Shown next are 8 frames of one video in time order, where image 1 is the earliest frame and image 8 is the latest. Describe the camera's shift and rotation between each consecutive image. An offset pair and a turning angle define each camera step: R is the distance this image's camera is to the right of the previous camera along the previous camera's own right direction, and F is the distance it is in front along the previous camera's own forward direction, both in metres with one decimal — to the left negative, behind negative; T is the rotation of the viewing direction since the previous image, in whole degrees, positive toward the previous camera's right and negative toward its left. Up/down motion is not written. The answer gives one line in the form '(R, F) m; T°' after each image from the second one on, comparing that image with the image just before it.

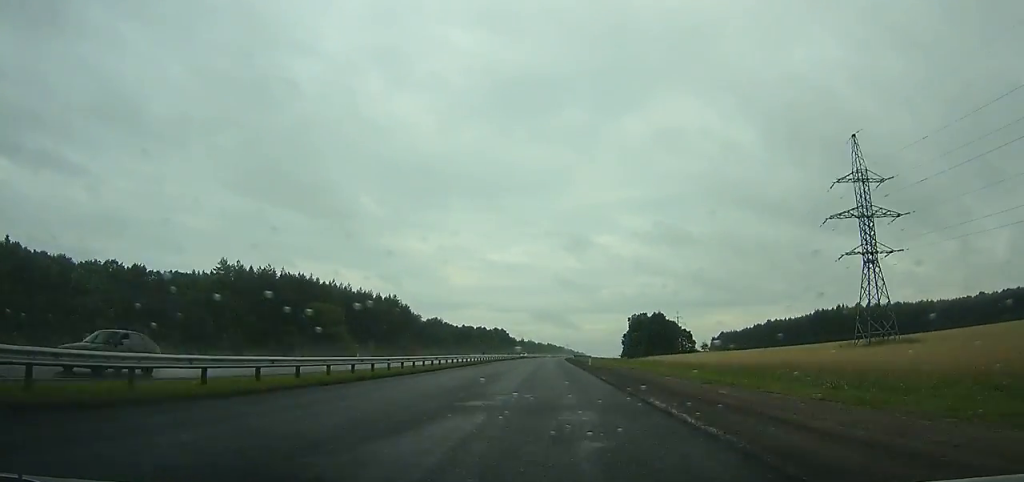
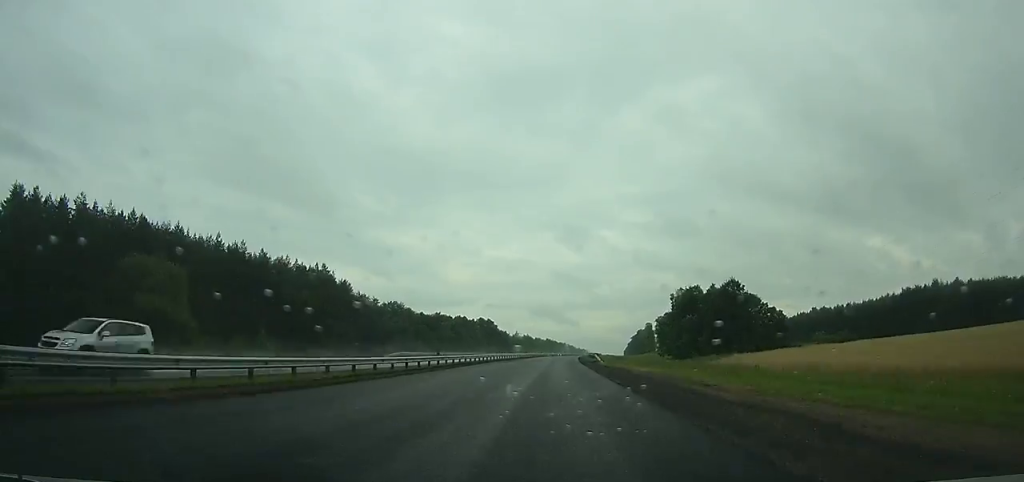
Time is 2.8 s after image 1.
(+0.1, +73.0) m; +1°
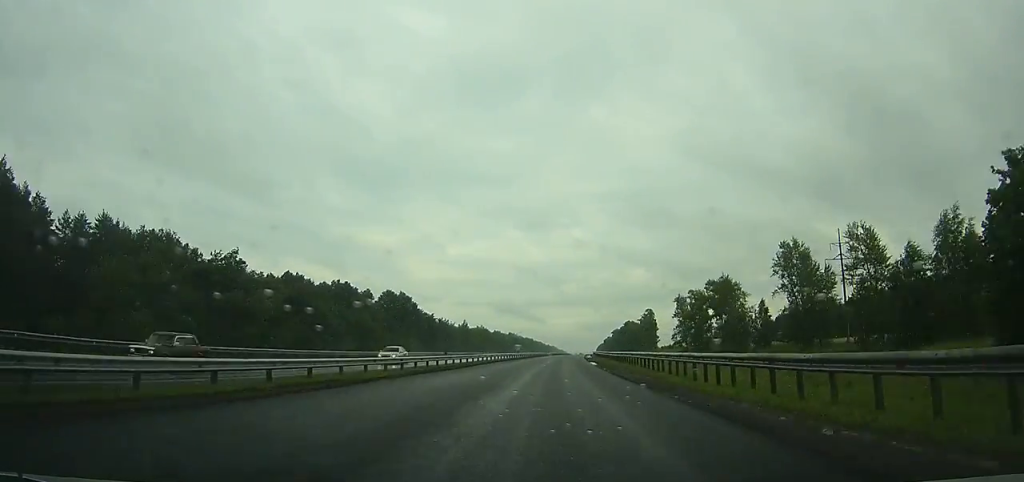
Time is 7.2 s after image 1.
(+1.9, +115.5) m; +3°
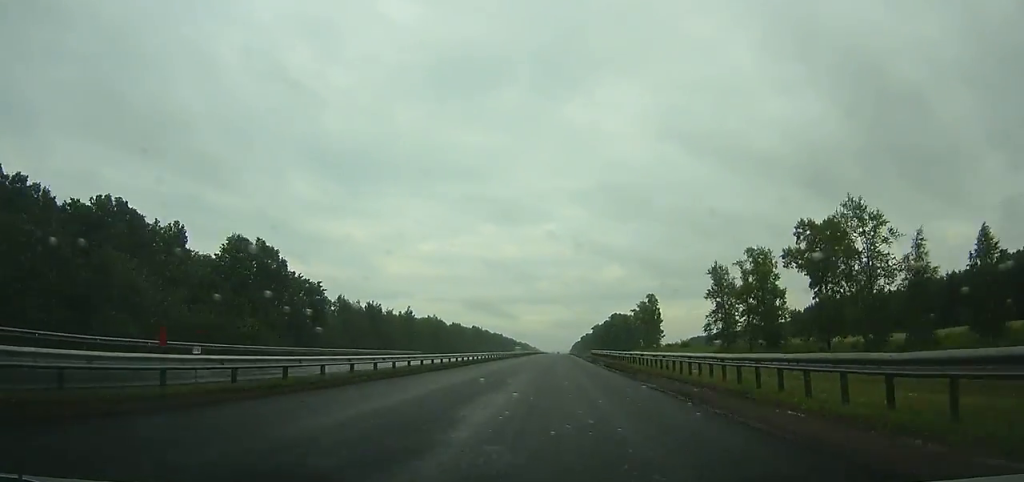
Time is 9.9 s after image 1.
(+1.7, +71.8) m; +2°
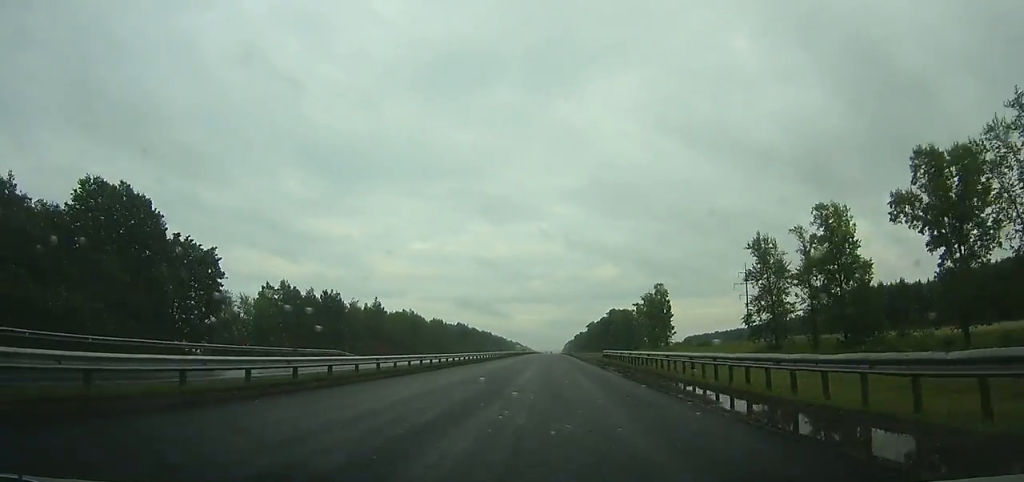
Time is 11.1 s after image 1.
(+0.2, +32.2) m; +1°
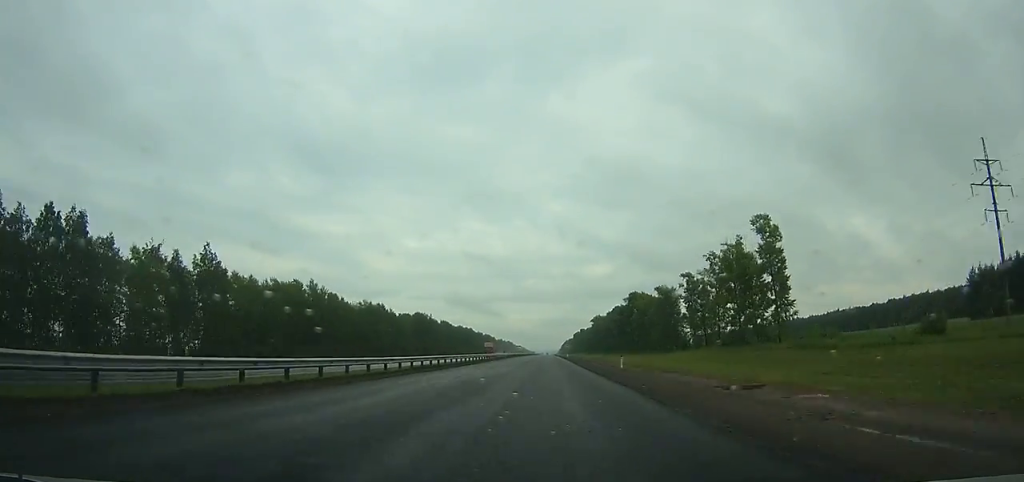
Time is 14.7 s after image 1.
(+1.3, +98.3) m; +1°
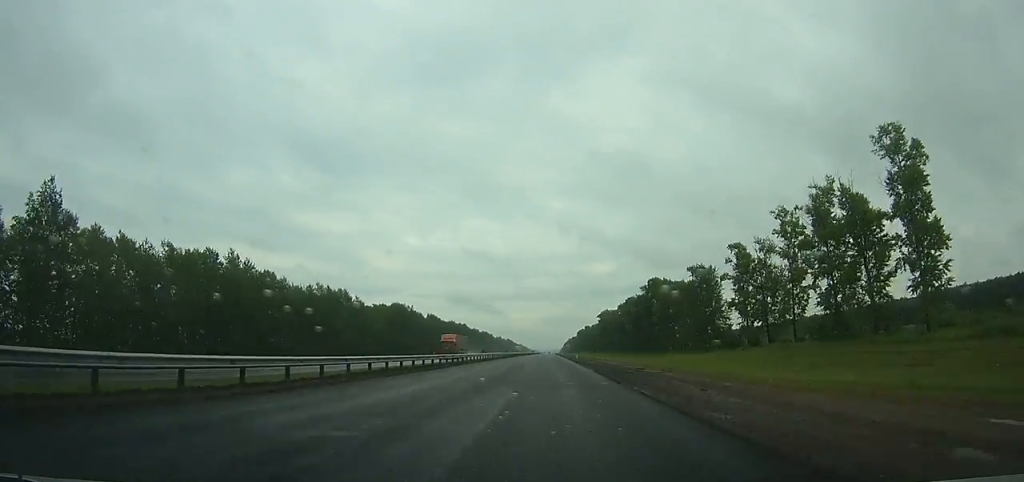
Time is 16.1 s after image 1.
(0.0, +38.9) m; 0°
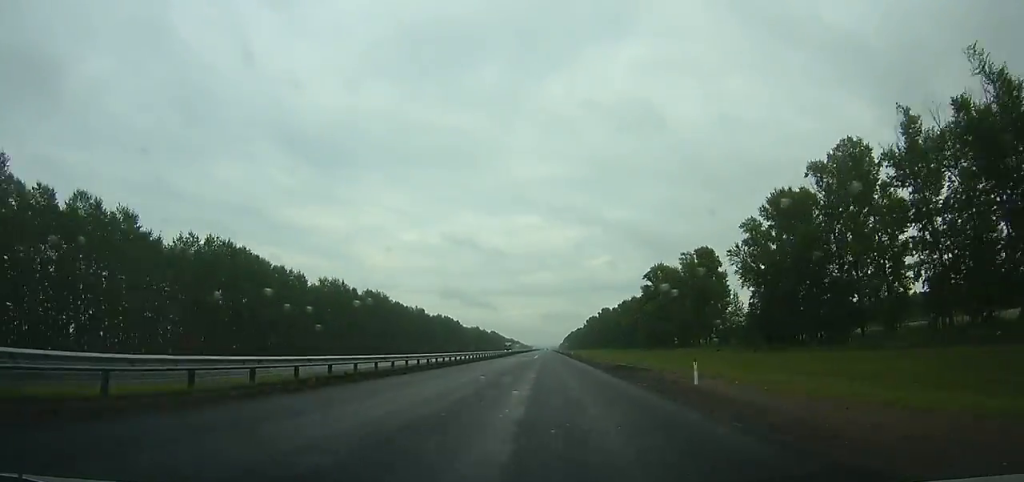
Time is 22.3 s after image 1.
(-1.0, +179.3) m; 0°
